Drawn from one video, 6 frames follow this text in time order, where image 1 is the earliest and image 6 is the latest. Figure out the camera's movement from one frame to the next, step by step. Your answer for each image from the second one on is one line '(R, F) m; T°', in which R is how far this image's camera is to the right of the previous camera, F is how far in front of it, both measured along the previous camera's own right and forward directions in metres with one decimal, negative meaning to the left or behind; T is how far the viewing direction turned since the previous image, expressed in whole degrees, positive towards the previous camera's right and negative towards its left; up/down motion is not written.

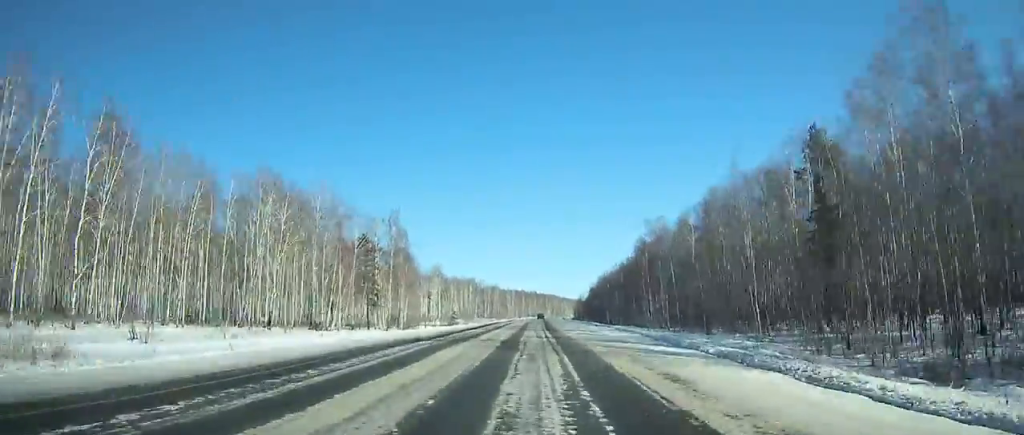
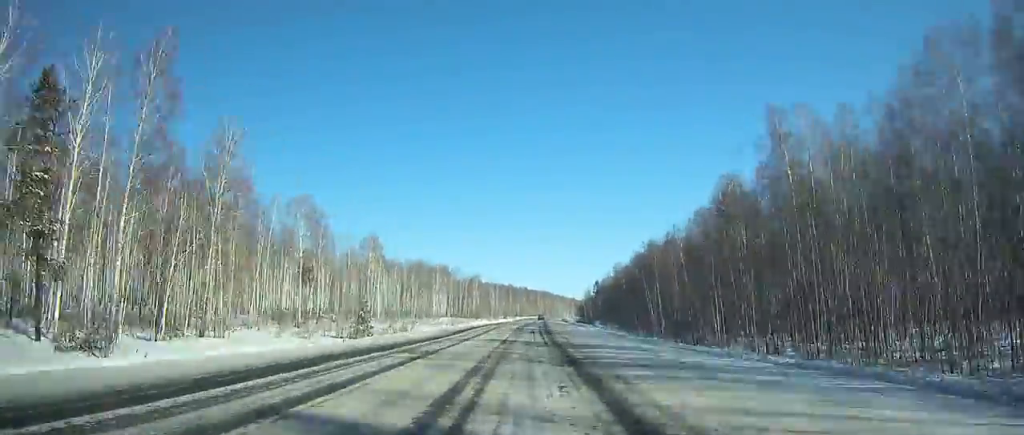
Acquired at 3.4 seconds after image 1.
(+0.2, +70.5) m; +1°
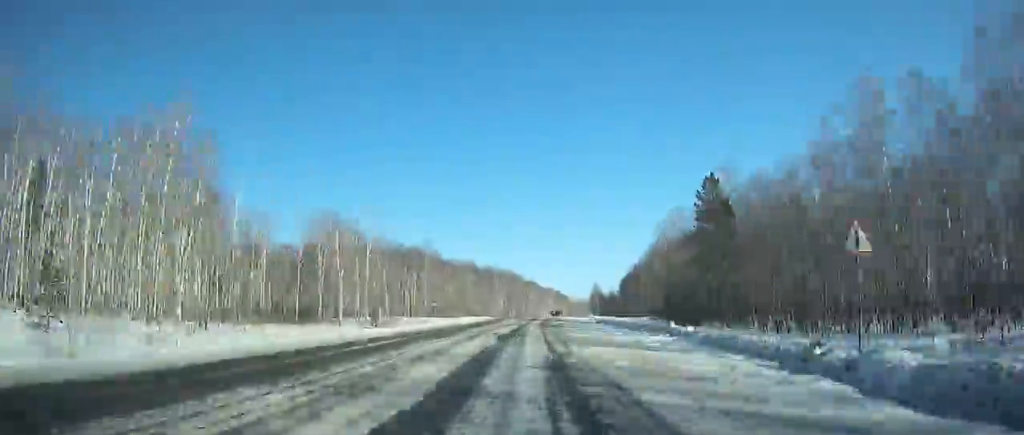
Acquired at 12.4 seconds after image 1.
(+5.2, +192.3) m; +3°
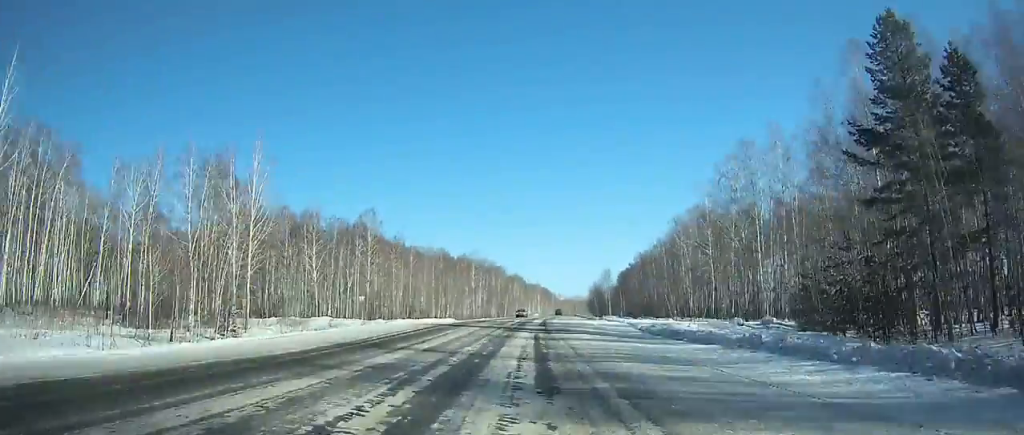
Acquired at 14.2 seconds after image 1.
(0.0, +38.8) m; +1°
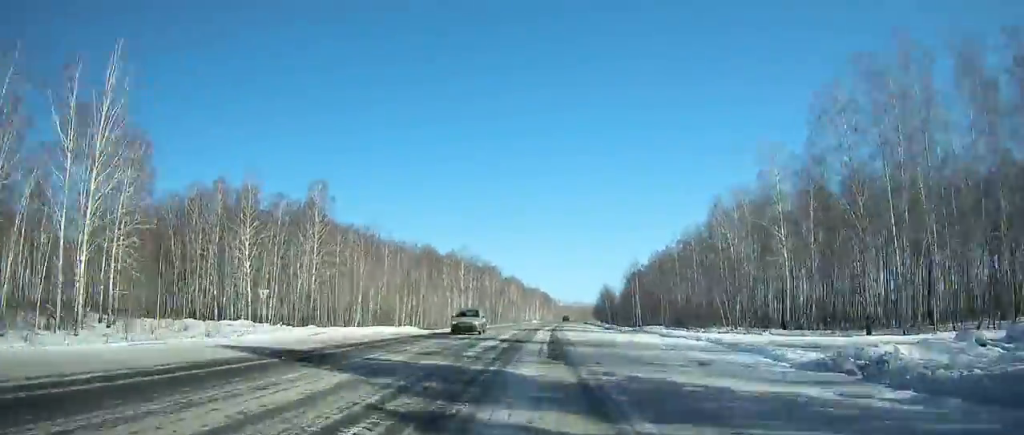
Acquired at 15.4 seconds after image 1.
(+0.4, +25.7) m; +1°
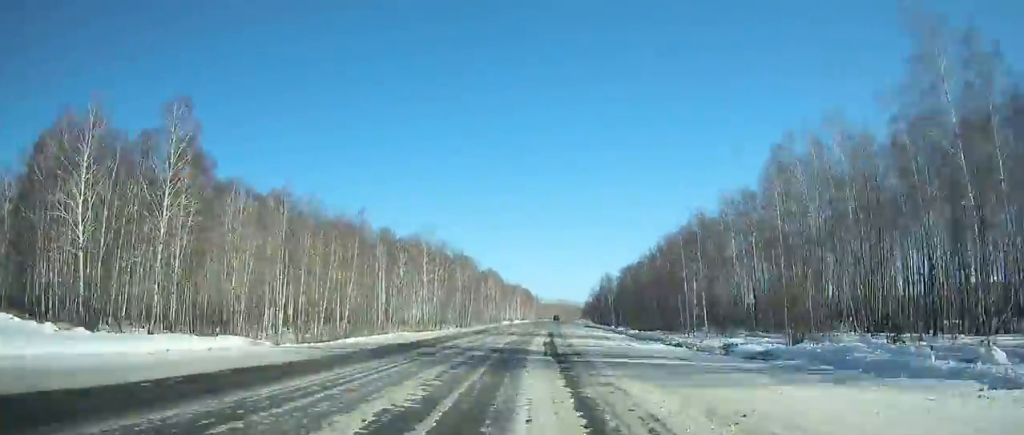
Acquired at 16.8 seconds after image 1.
(+0.1, +30.0) m; +1°
